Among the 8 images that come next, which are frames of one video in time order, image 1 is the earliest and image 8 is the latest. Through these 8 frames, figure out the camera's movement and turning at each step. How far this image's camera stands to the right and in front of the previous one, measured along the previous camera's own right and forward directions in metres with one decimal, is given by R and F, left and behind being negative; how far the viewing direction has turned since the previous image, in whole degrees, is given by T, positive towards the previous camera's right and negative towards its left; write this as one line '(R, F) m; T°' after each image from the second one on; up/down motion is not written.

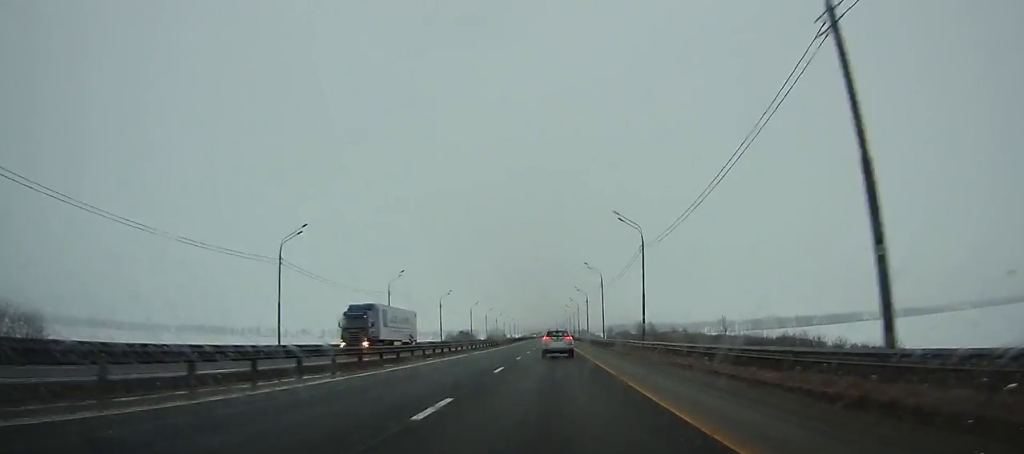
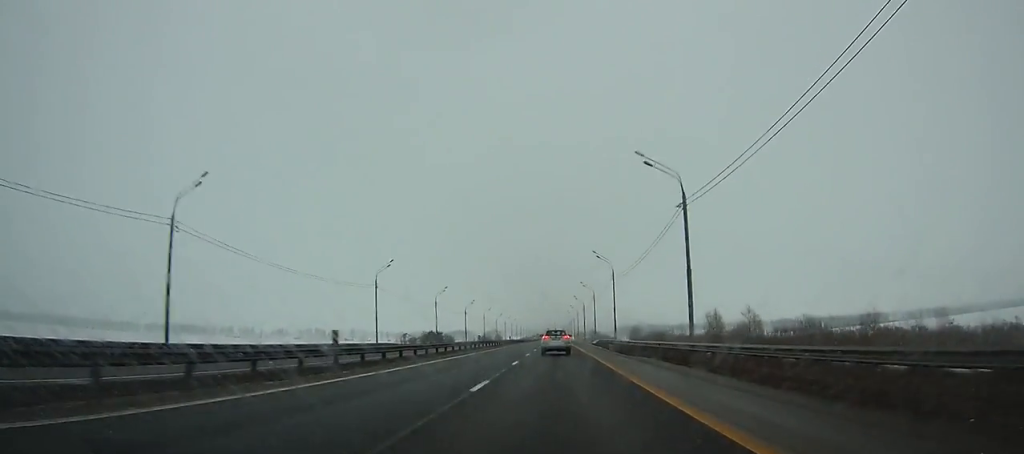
(-0.2, +89.5) m; 0°
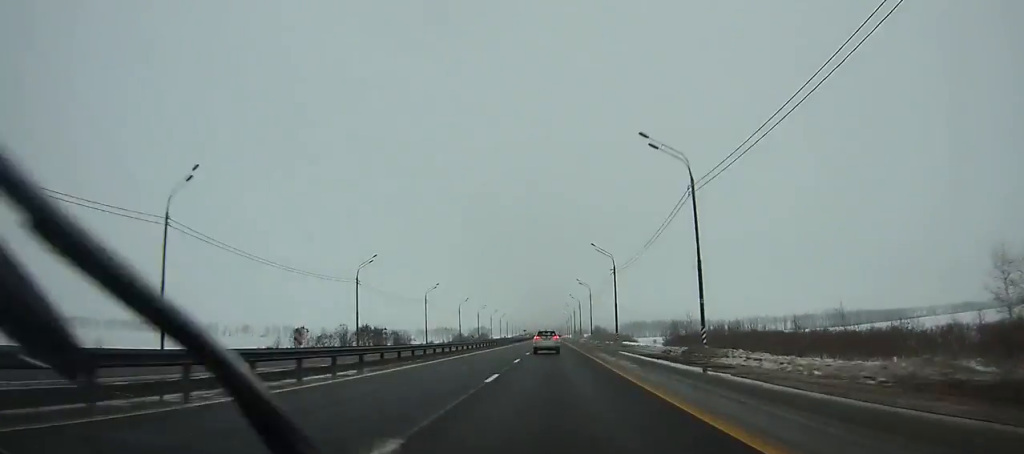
(0.0, +78.6) m; 0°
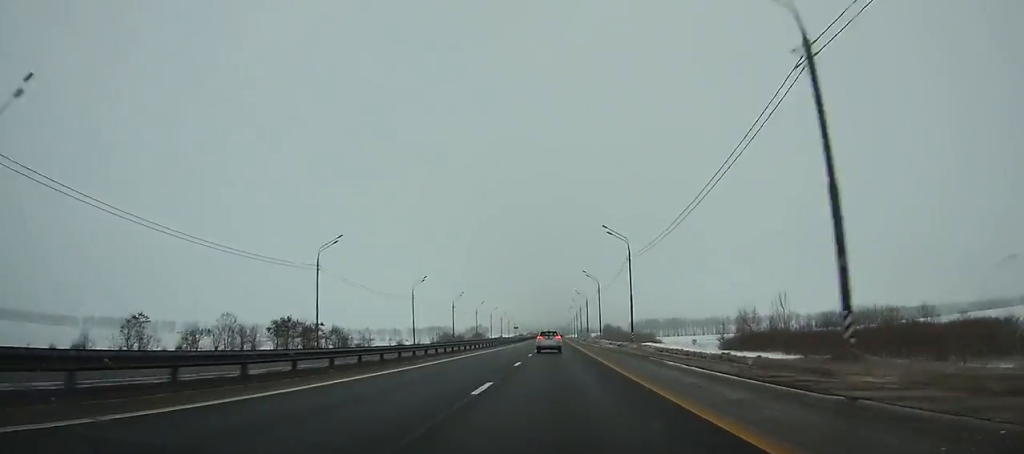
(0.0, +50.7) m; 0°
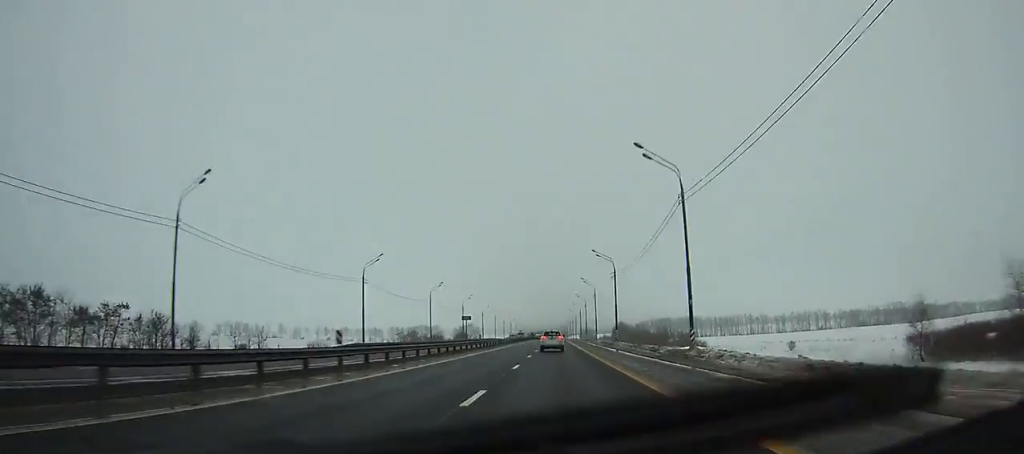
(+0.2, +62.2) m; 0°
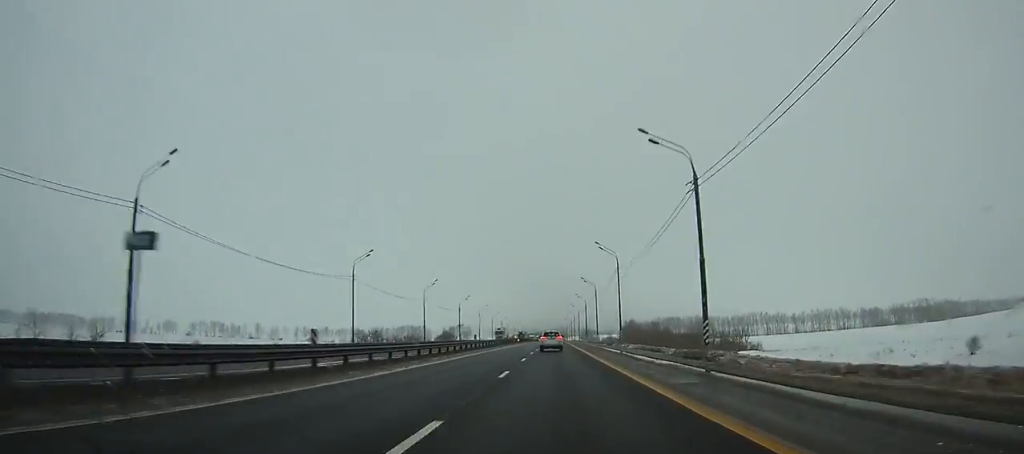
(+0.1, +39.7) m; 0°
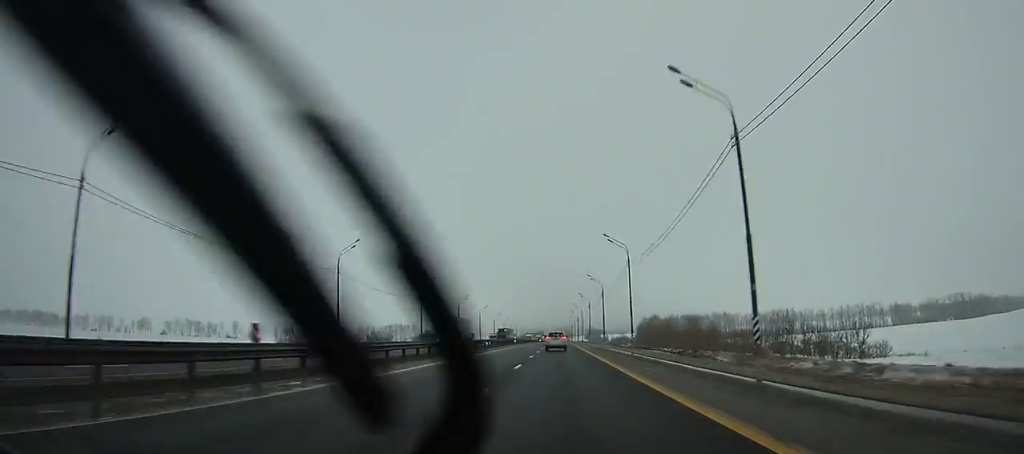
(-0.1, +42.7) m; 0°
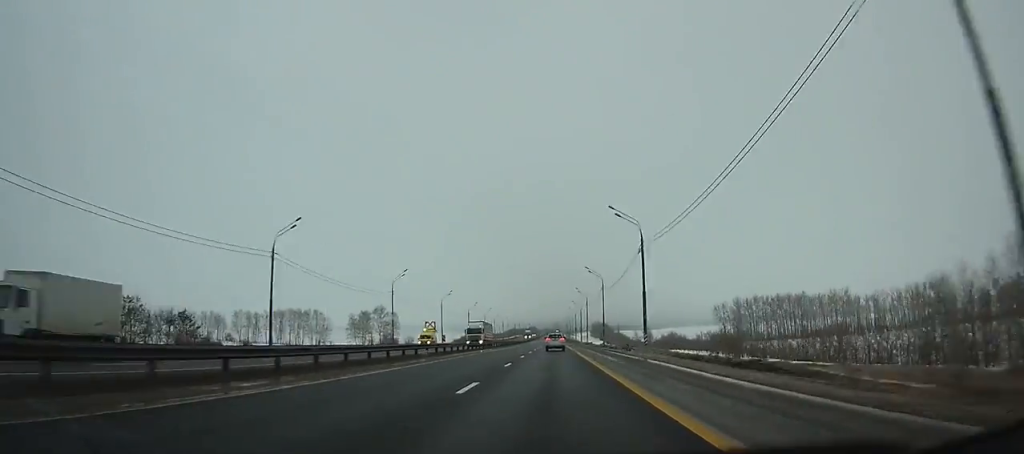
(+0.6, +164.7) m; 0°
